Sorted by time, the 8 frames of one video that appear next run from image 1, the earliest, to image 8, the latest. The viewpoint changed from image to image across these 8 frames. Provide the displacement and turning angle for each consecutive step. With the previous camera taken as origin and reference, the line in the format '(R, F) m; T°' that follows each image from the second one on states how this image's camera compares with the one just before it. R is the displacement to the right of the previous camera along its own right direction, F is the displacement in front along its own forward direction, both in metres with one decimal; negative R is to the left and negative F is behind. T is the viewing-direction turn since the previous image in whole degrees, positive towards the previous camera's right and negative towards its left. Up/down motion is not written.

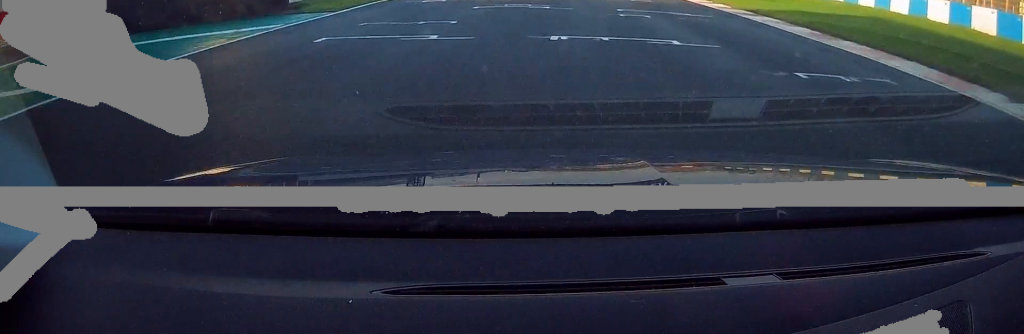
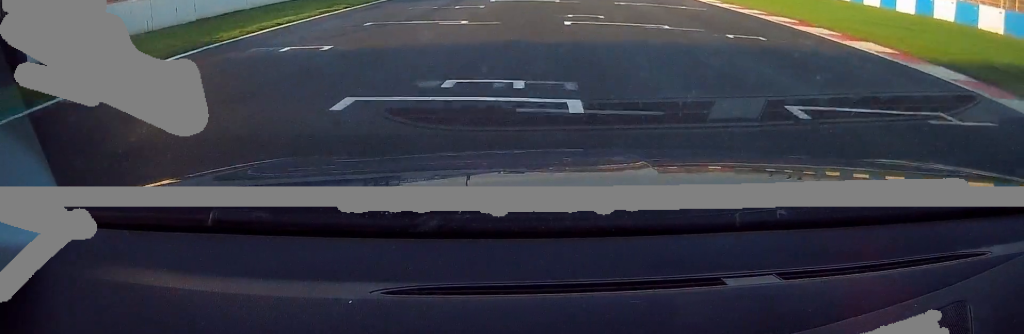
(+0.3, +13.7) m; +2°
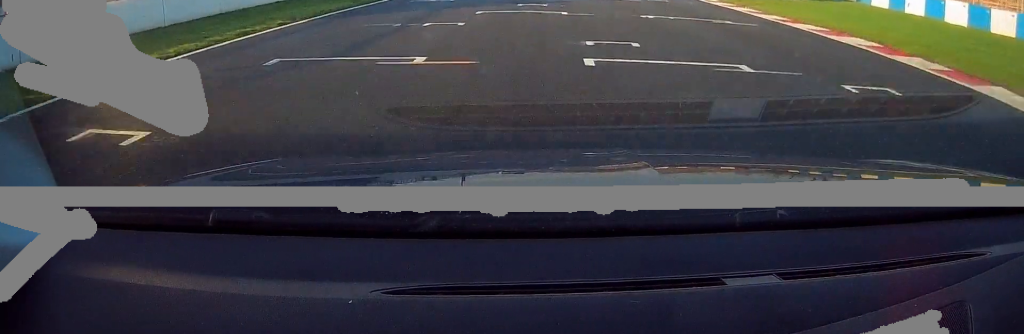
(0.0, +5.6) m; 0°
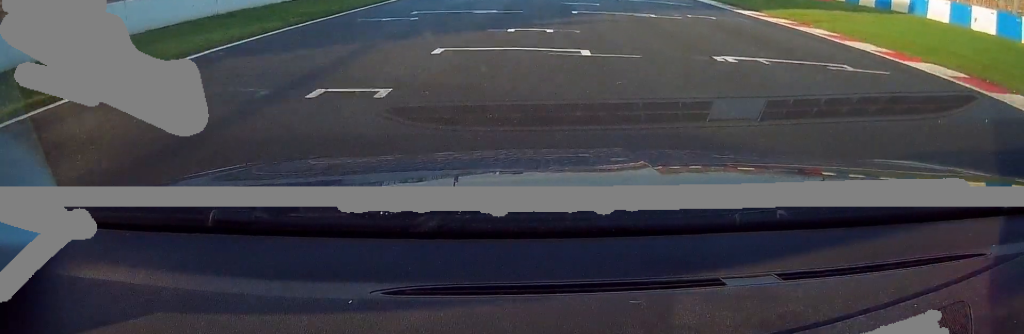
(0.0, +7.0) m; 0°
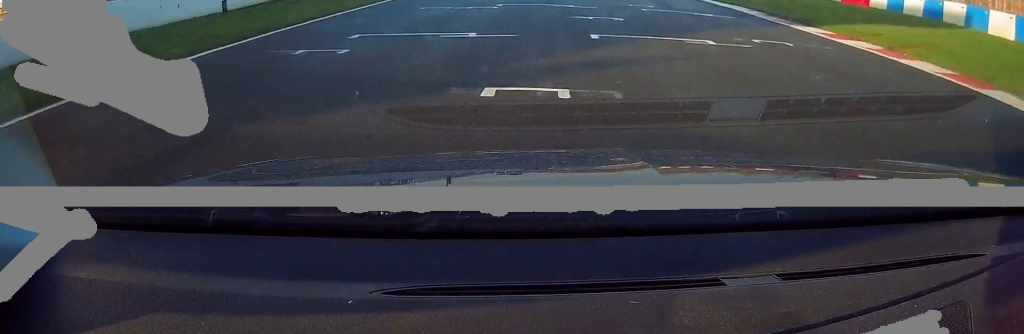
(0.0, +5.9) m; -1°
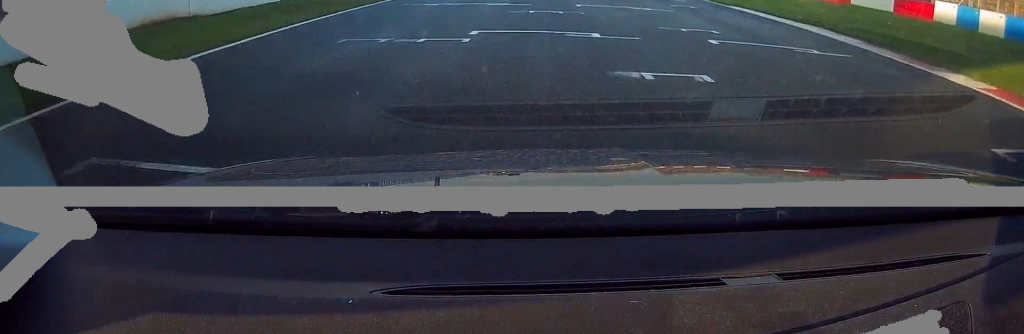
(+0.1, +7.9) m; -1°
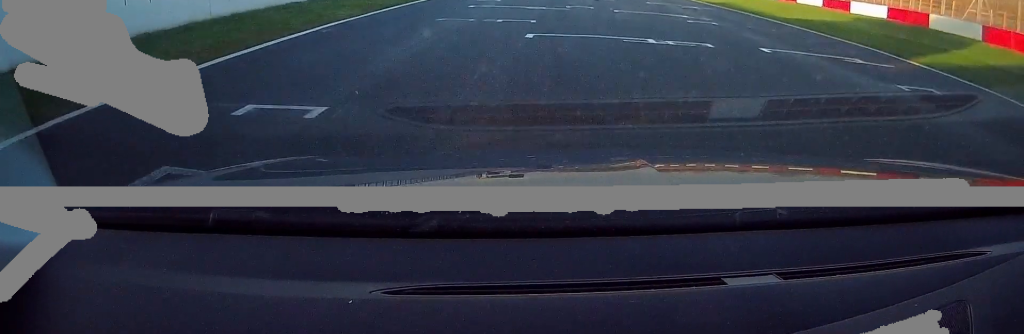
(-0.4, +32.0) m; 0°
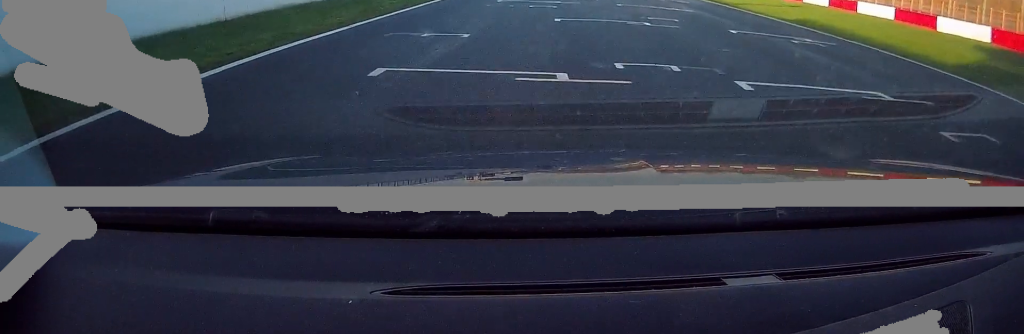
(+0.5, +12.0) m; +3°
